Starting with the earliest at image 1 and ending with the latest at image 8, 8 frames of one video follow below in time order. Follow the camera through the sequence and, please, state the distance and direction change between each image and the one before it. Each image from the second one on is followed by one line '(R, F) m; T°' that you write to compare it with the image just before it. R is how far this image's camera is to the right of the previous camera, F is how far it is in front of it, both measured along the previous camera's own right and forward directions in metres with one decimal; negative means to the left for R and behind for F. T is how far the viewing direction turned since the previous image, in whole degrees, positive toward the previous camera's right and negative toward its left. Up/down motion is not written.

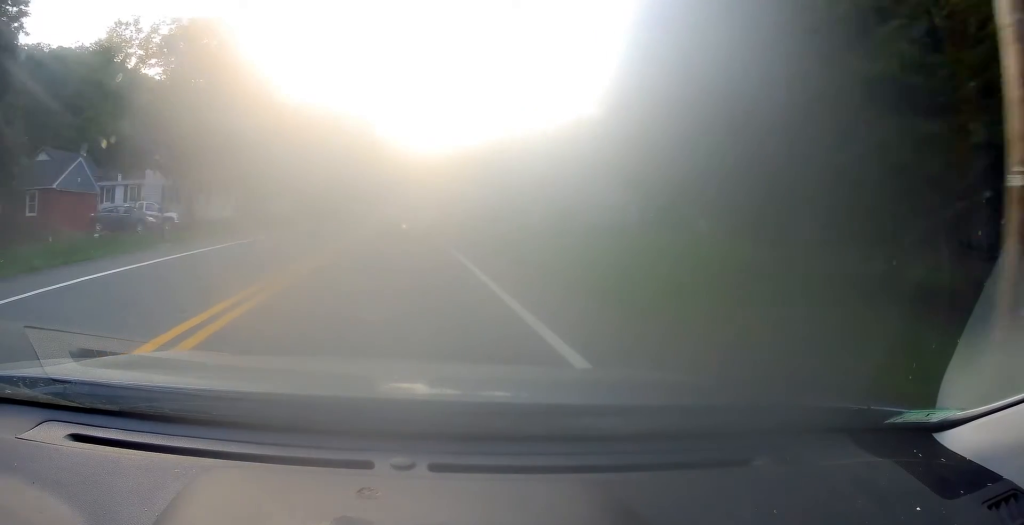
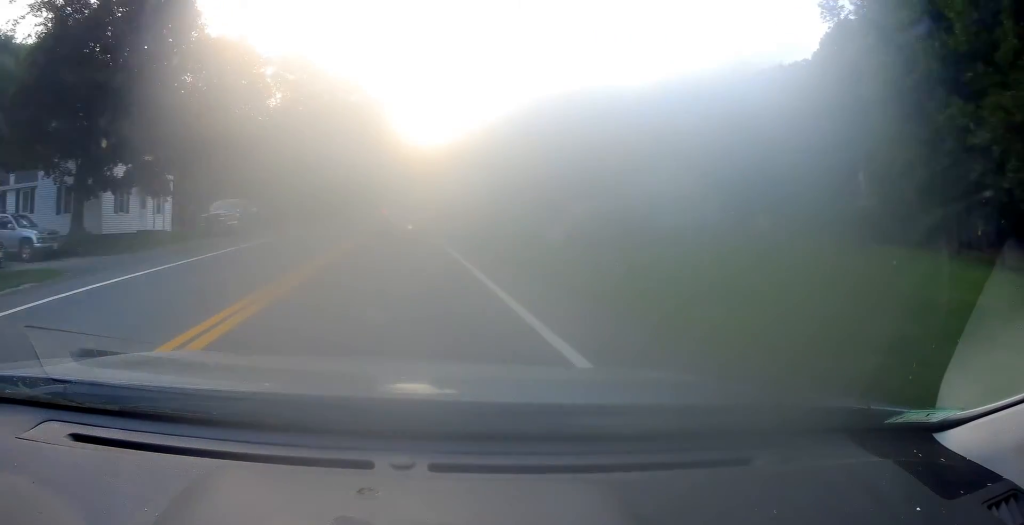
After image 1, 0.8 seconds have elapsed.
(-0.4, +14.8) m; -2°
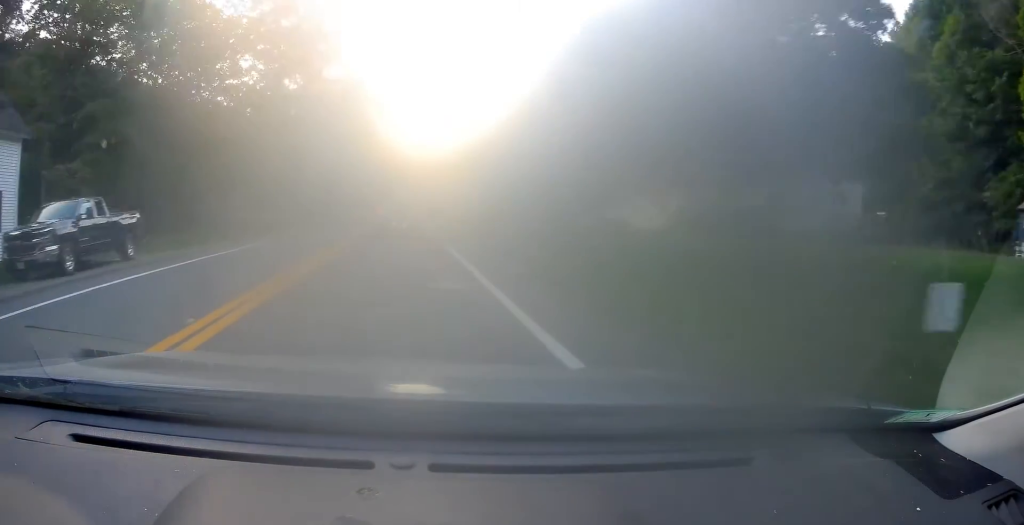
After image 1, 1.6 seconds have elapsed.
(-0.2, +14.9) m; -1°
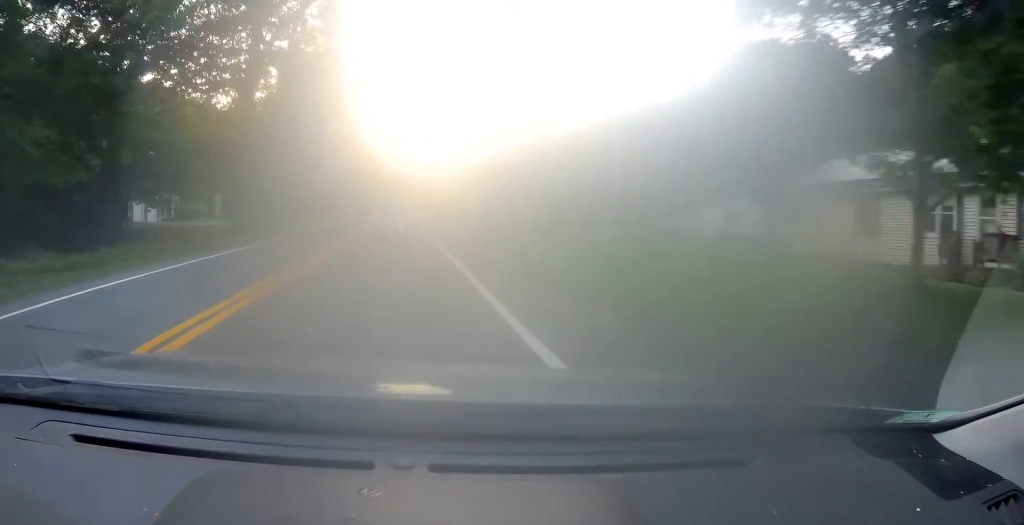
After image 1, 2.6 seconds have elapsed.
(-0.2, +18.1) m; -1°
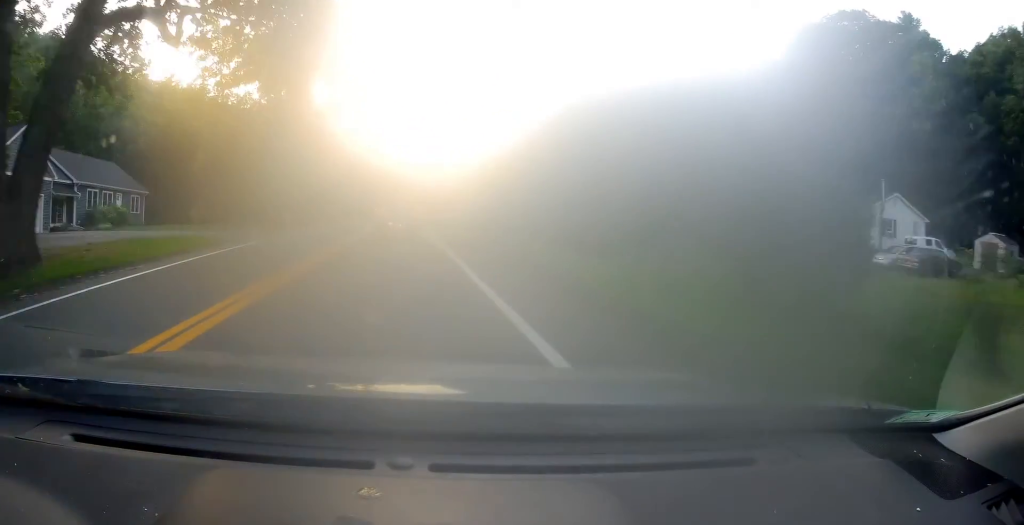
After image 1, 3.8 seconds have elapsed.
(-0.2, +23.2) m; -2°
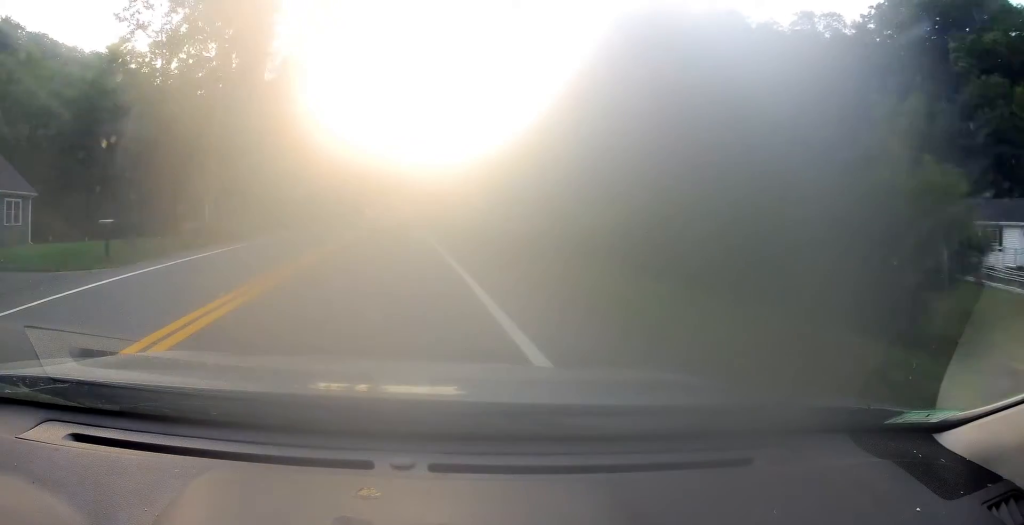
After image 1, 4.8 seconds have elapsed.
(-0.6, +19.6) m; -1°
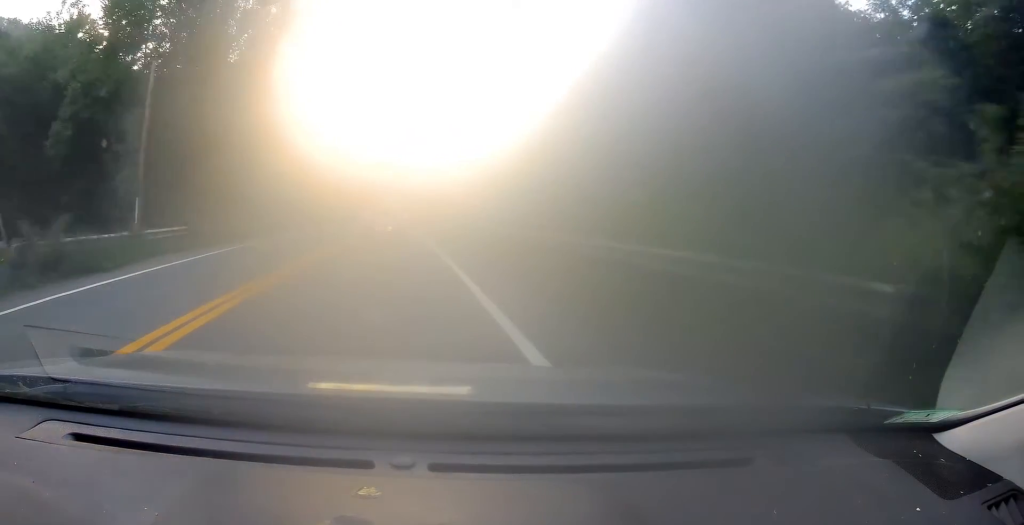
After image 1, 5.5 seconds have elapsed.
(-0.1, +12.1) m; 0°
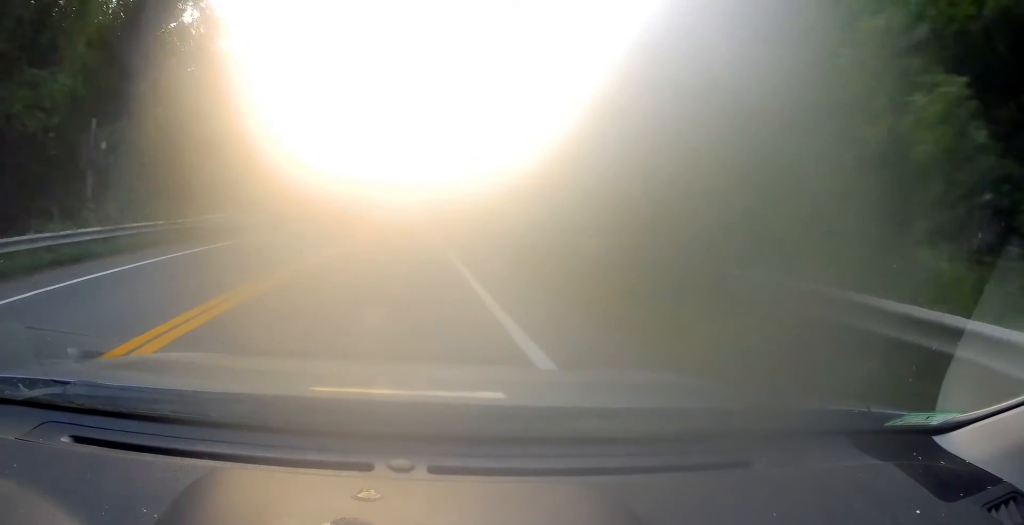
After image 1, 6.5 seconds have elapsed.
(+0.4, +20.1) m; 0°
